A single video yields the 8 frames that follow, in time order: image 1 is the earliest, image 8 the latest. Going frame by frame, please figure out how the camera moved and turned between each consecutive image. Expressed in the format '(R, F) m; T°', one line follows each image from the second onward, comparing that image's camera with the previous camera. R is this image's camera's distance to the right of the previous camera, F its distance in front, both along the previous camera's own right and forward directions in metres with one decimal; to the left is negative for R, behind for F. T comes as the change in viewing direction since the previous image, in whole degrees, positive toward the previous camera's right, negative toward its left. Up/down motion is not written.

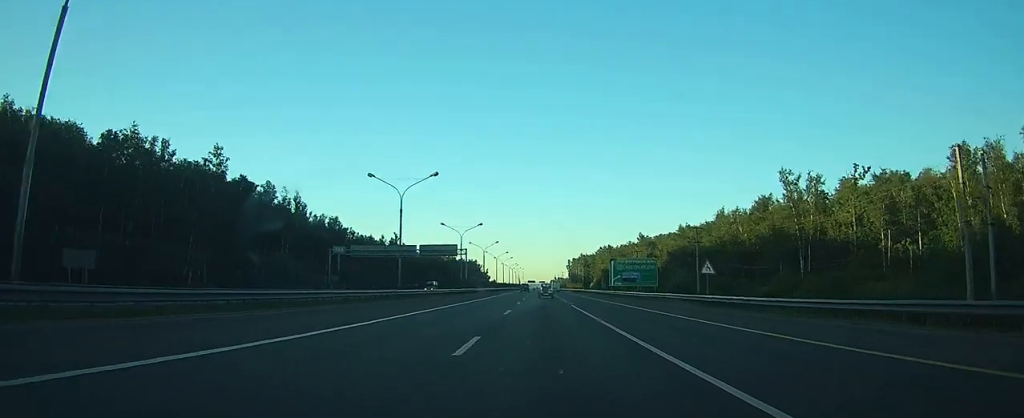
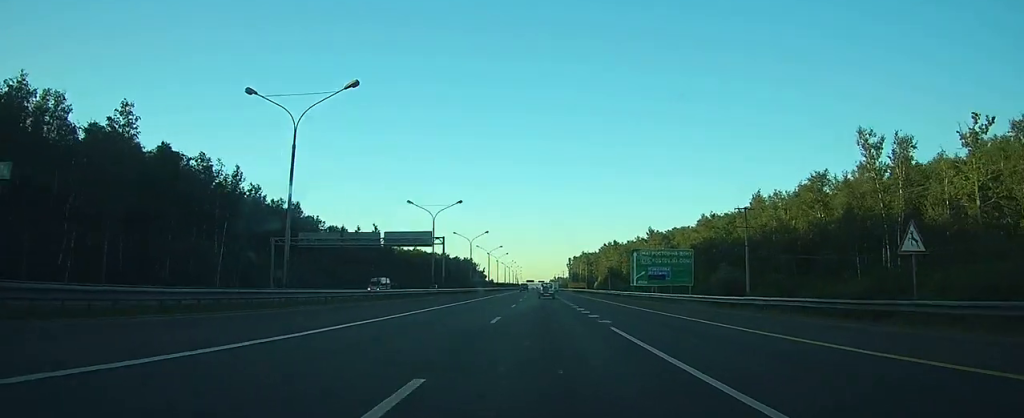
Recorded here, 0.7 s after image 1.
(0.0, +22.8) m; 0°
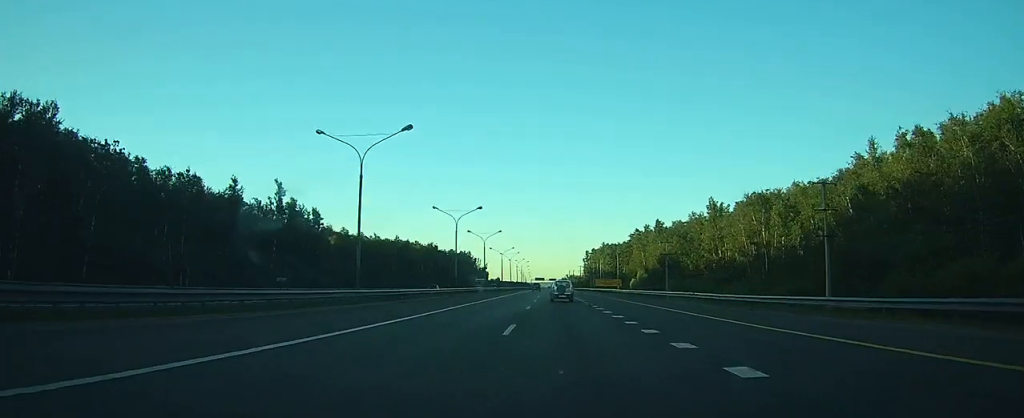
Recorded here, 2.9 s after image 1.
(-0.1, +68.4) m; 0°
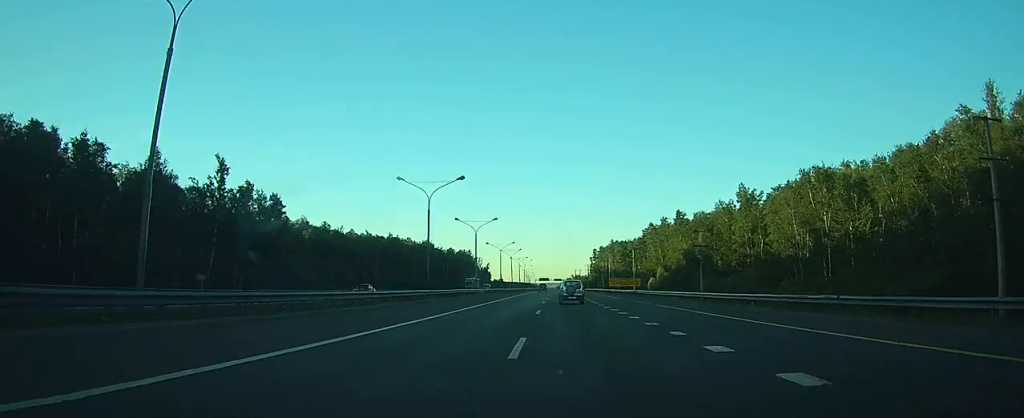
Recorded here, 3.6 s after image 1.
(0.0, +20.7) m; 0°
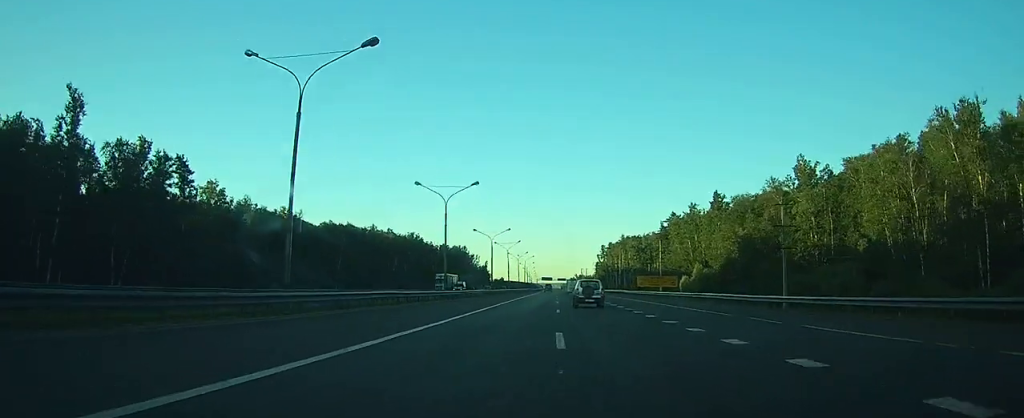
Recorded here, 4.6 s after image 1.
(-0.1, +30.1) m; 0°
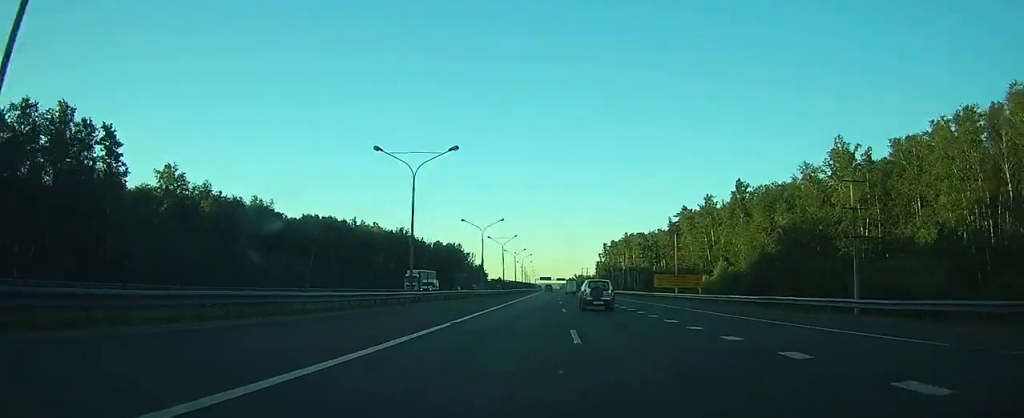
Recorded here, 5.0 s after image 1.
(-0.1, +14.5) m; 0°
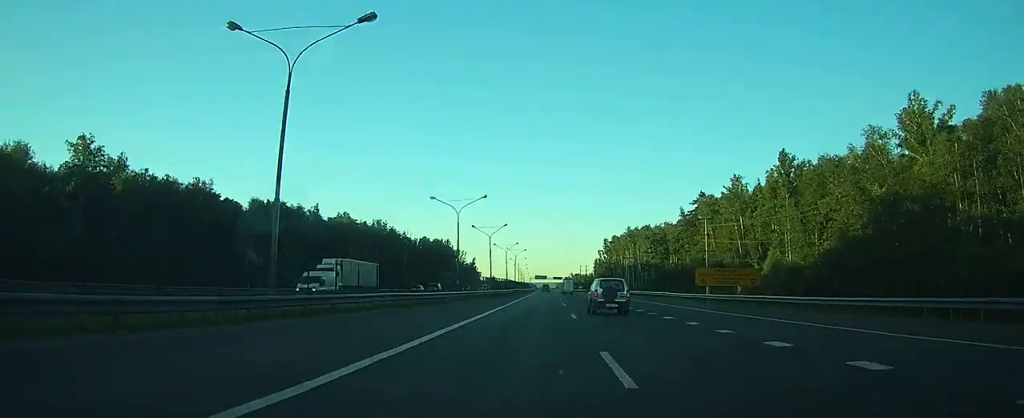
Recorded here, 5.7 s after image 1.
(0.0, +21.8) m; 0°
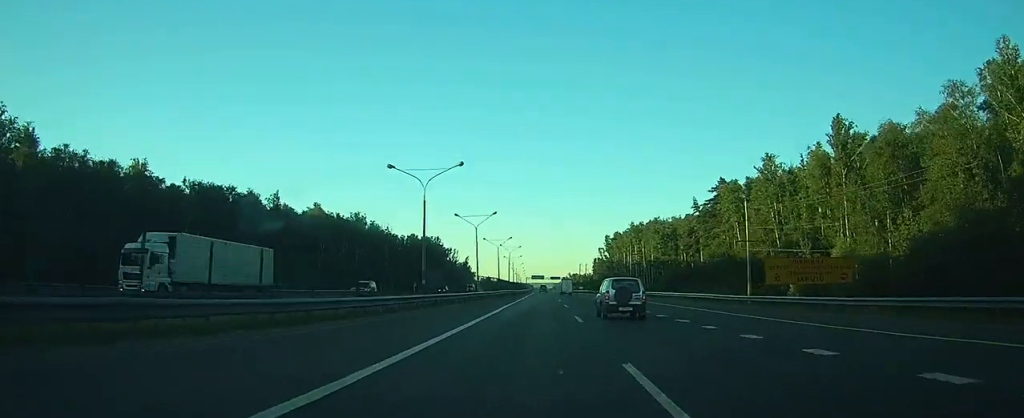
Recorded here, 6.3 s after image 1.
(0.0, +17.7) m; 0°
